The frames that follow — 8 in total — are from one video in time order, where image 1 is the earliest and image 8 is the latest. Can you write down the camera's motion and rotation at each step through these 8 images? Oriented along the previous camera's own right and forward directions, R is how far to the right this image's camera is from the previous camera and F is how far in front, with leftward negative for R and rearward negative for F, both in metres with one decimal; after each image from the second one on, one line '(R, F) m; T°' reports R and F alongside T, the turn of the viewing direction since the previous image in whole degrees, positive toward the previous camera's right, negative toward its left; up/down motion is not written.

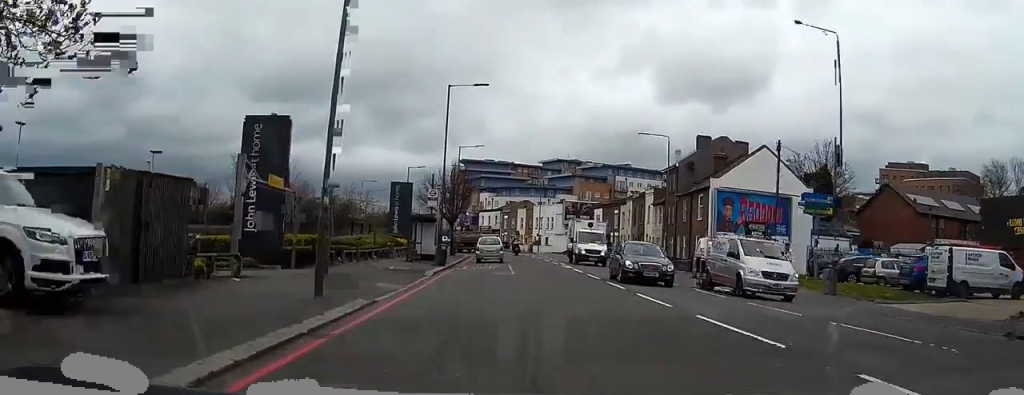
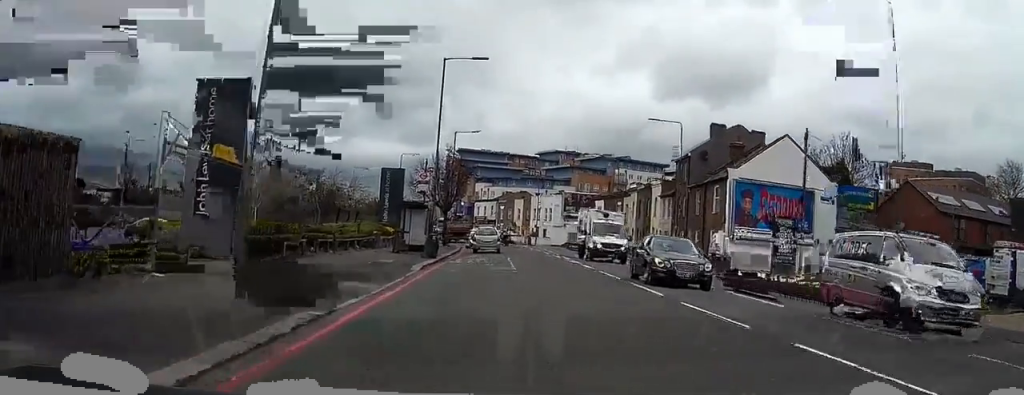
(0.0, +4.3) m; 0°
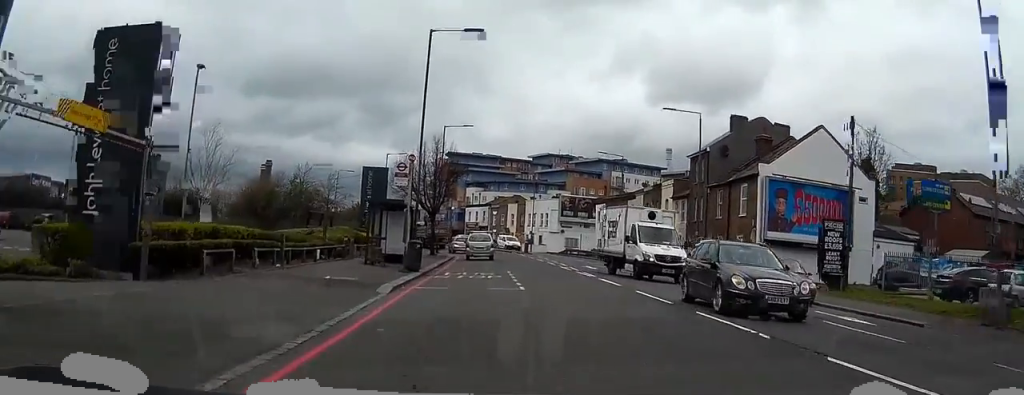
(0.0, +6.1) m; +1°
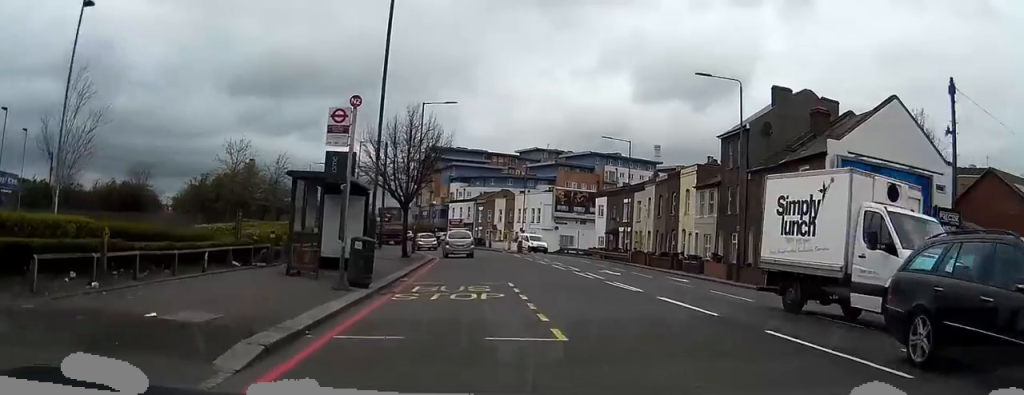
(+0.2, +10.0) m; +1°
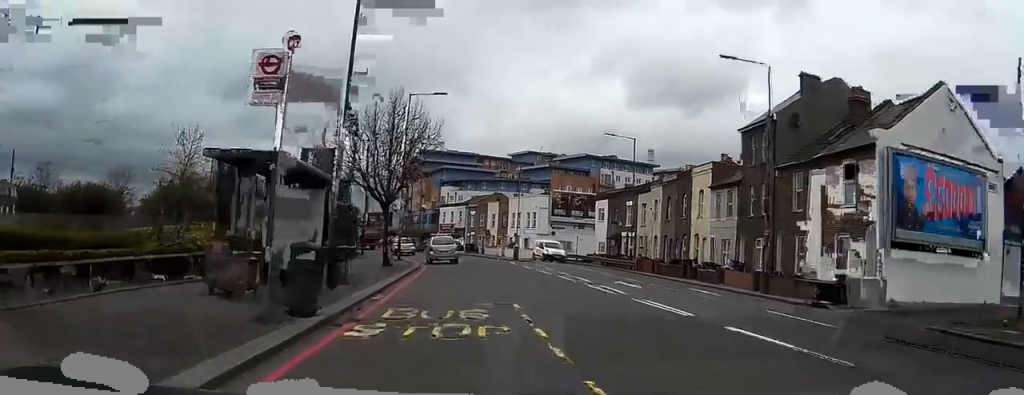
(0.0, +5.1) m; 0°
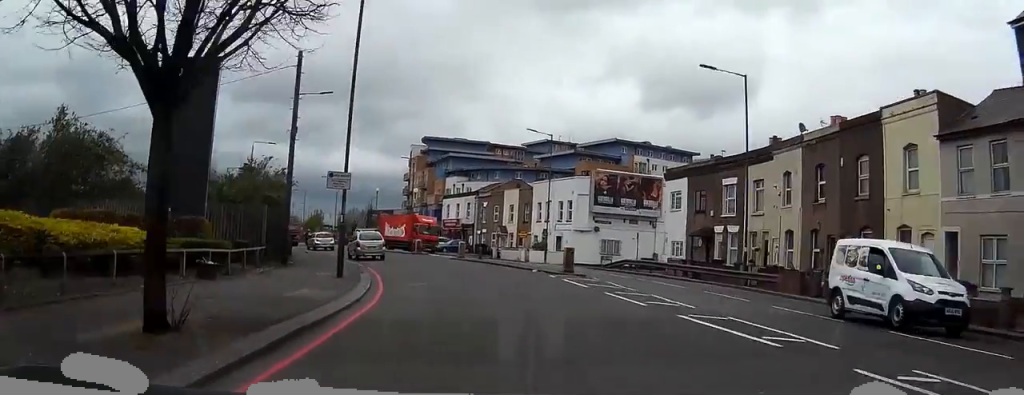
(0.0, +22.8) m; -2°
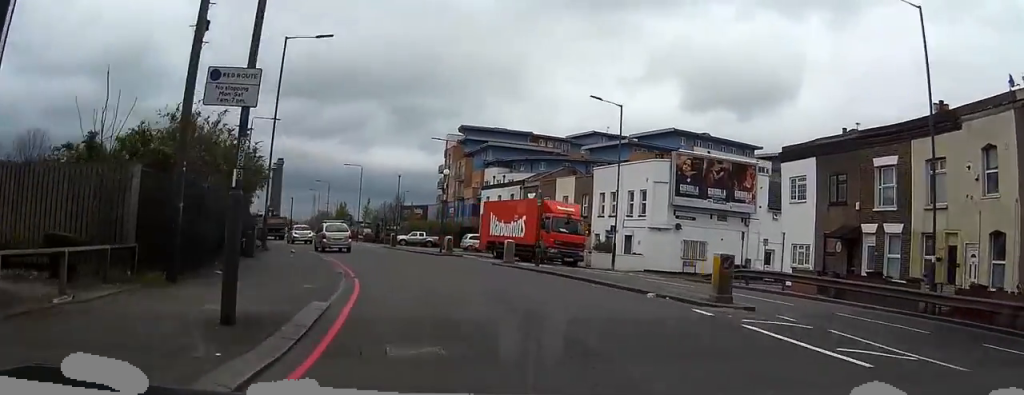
(-0.4, +13.5) m; -4°
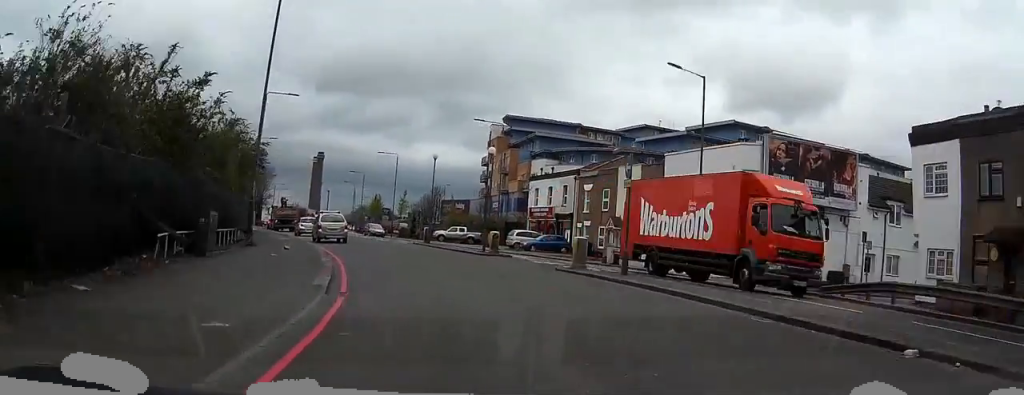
(-0.2, +8.7) m; -4°
